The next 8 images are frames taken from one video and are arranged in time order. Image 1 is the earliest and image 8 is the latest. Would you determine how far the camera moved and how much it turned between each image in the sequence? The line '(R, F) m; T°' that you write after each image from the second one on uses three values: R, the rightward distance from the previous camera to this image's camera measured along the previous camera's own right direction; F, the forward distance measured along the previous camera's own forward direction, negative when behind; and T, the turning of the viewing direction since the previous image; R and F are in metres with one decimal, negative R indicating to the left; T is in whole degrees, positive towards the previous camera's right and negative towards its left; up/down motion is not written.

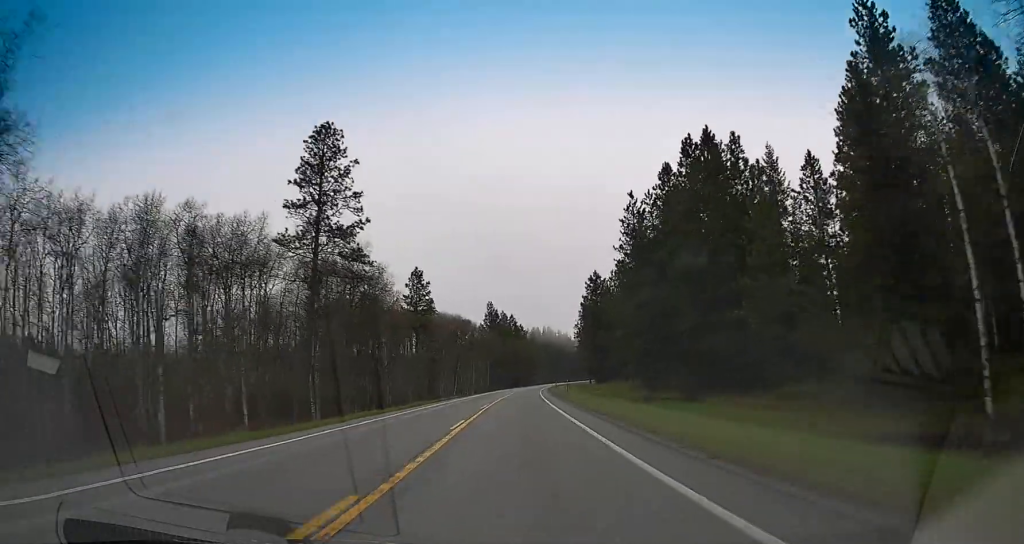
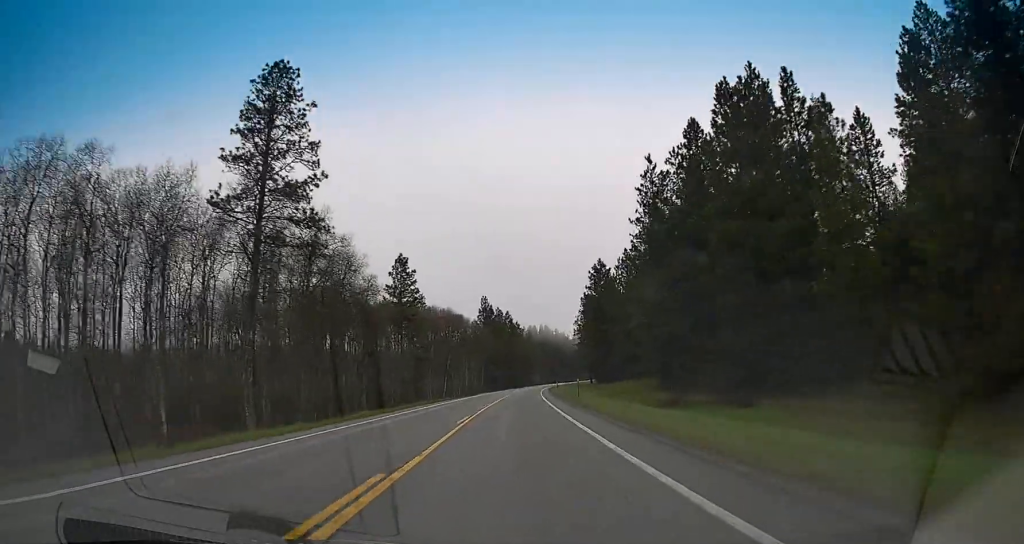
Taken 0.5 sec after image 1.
(+0.2, +13.2) m; +1°
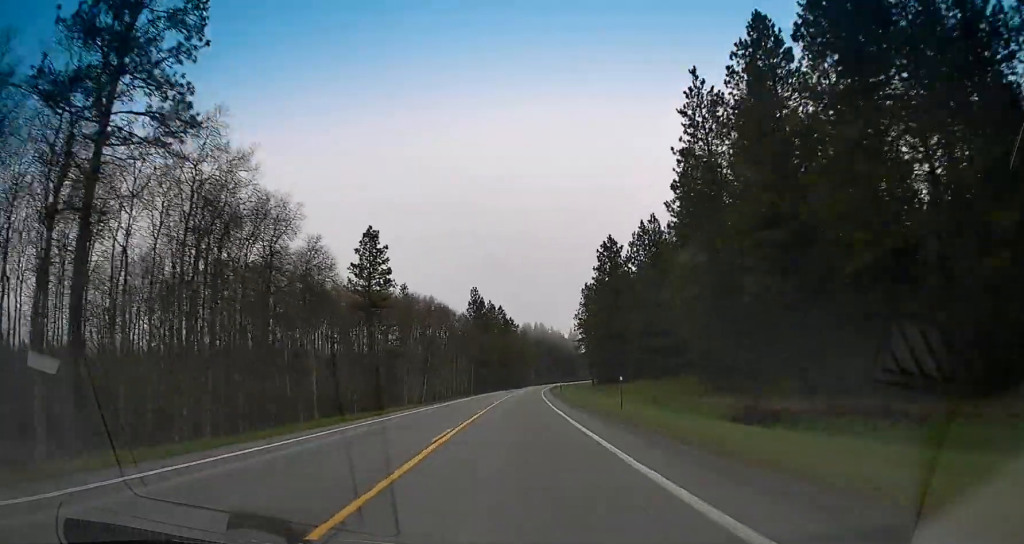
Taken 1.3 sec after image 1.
(+0.5, +20.2) m; +1°
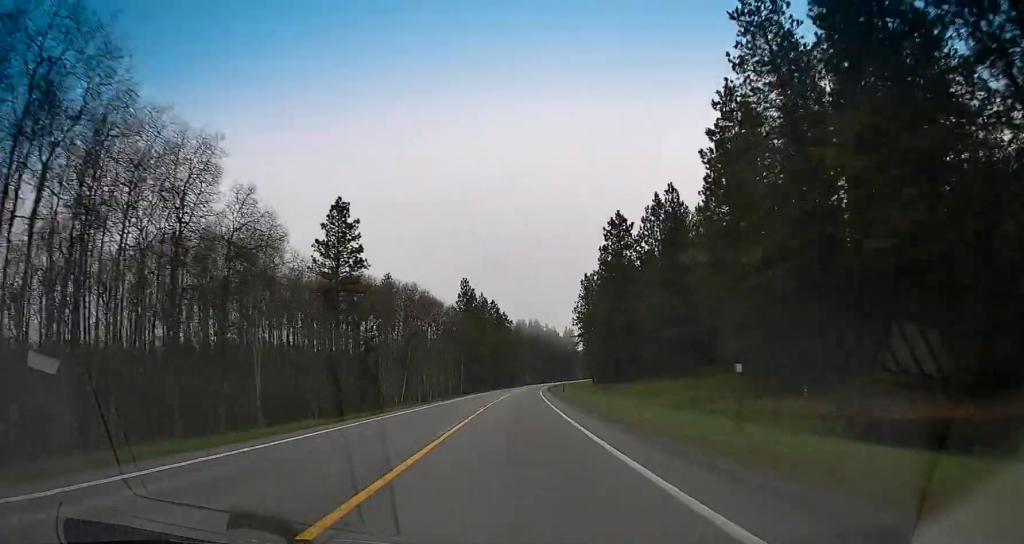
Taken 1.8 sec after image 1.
(-0.2, +14.0) m; 0°
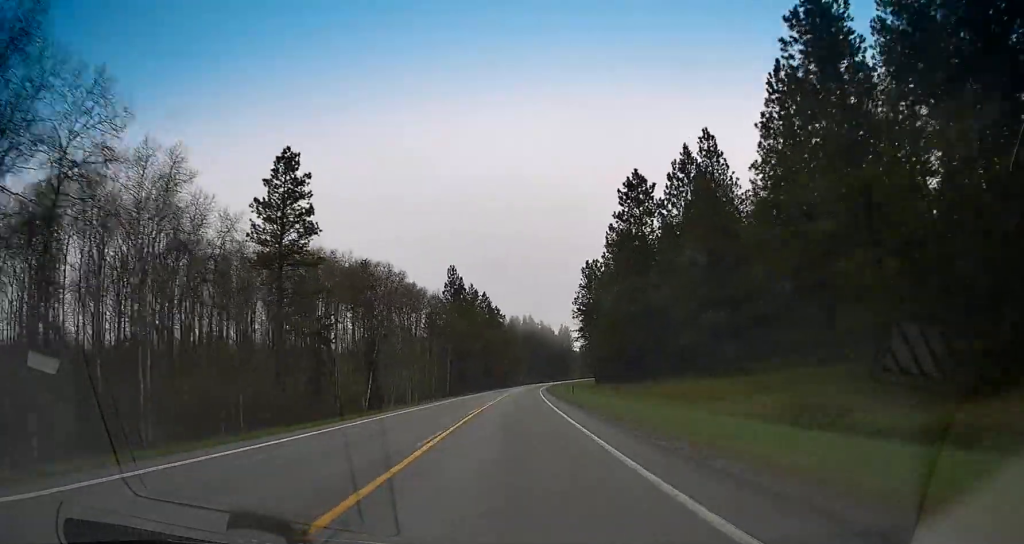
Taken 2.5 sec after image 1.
(-0.1, +17.3) m; 0°
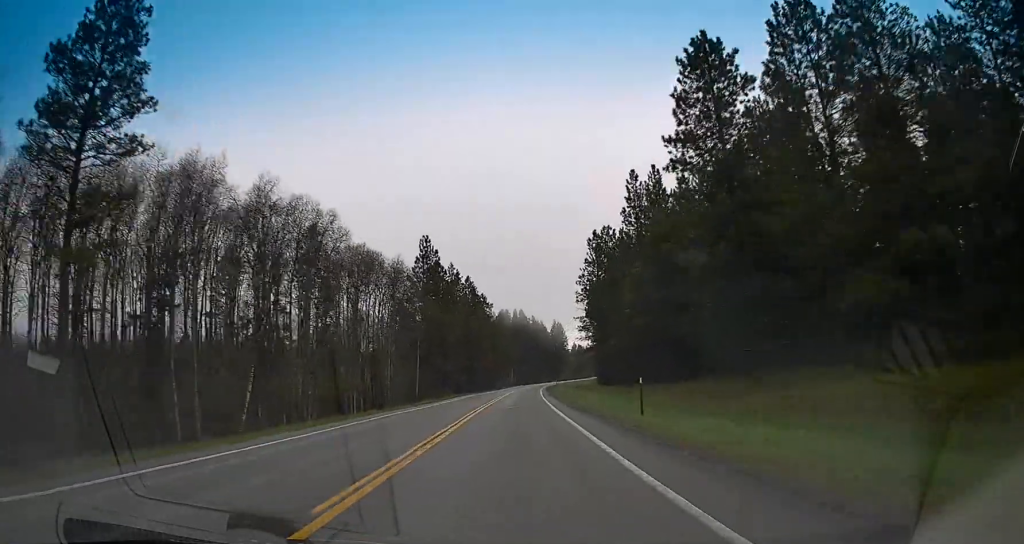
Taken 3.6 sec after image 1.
(+0.5, +30.7) m; +1°
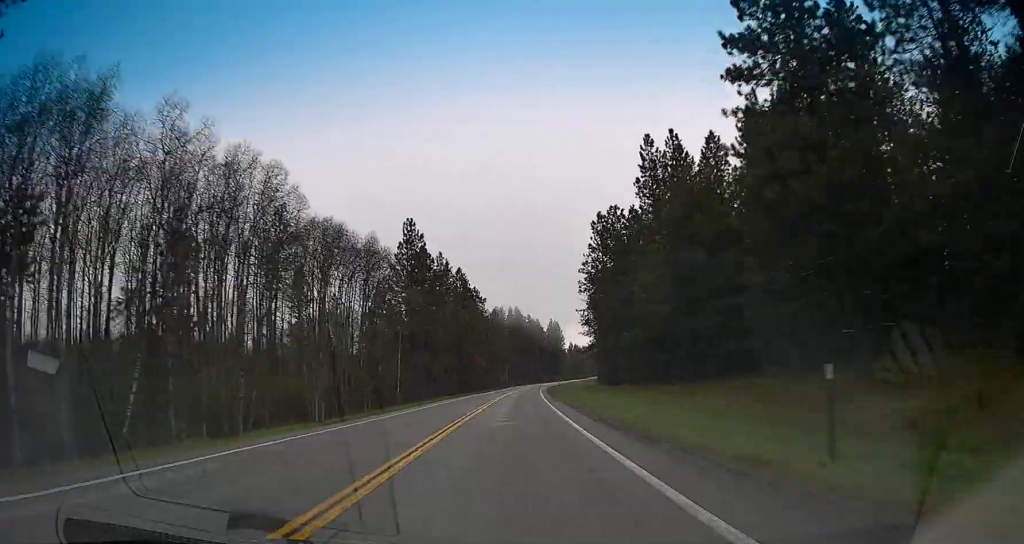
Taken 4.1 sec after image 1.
(+0.4, +13.6) m; 0°
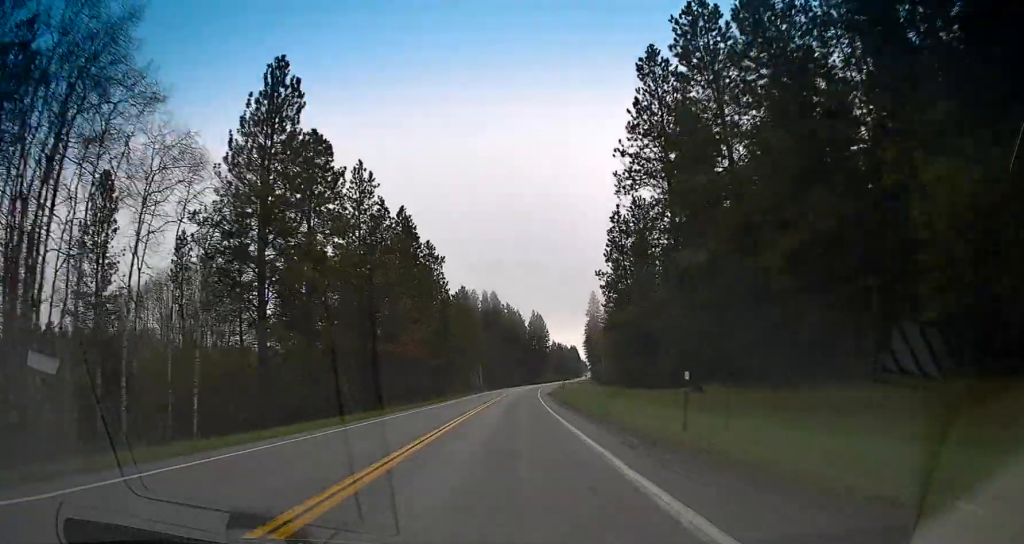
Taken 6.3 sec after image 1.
(+0.5, +61.2) m; +2°
